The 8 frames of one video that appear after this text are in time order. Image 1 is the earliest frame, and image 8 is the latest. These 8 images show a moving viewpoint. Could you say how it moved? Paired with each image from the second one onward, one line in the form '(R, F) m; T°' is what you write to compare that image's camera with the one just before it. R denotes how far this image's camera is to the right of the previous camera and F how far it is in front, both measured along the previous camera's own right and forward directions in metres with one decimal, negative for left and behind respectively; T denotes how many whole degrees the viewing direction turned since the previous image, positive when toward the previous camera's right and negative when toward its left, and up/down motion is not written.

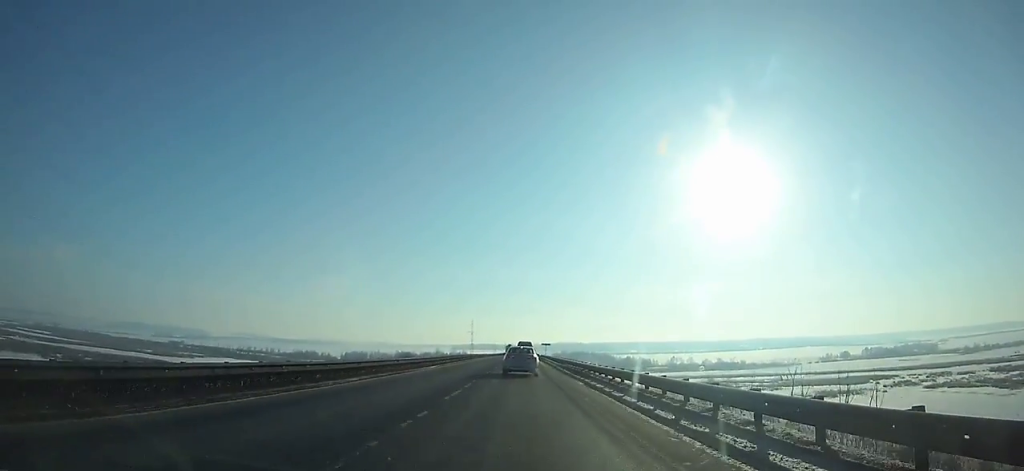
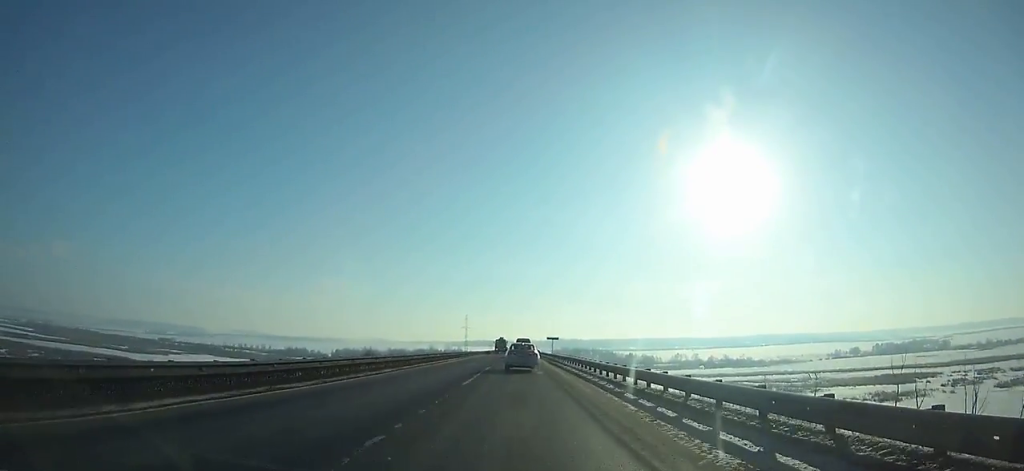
(0.0, +32.3) m; 0°
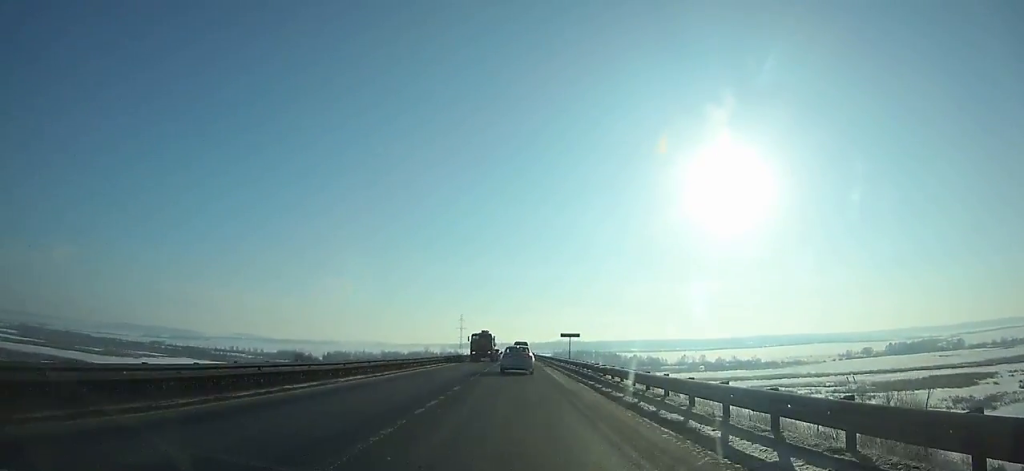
(0.0, +32.6) m; 0°
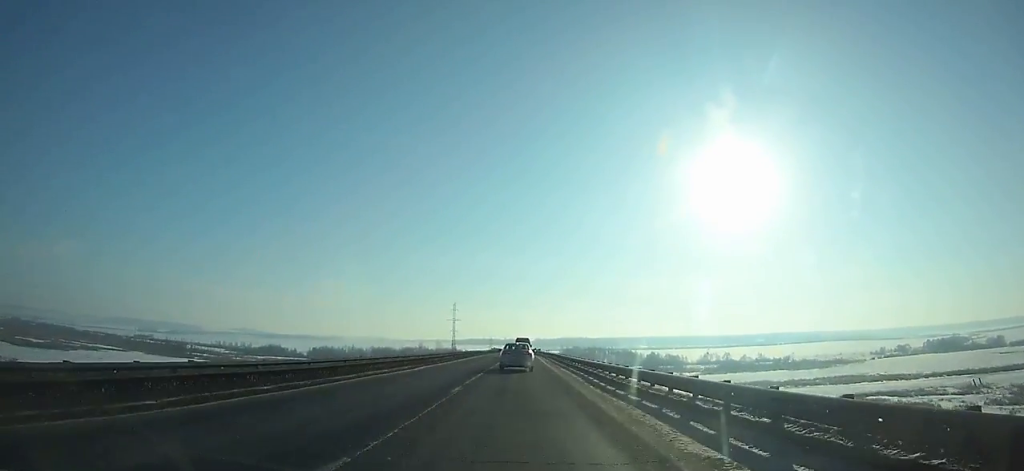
(0.0, +69.4) m; 0°
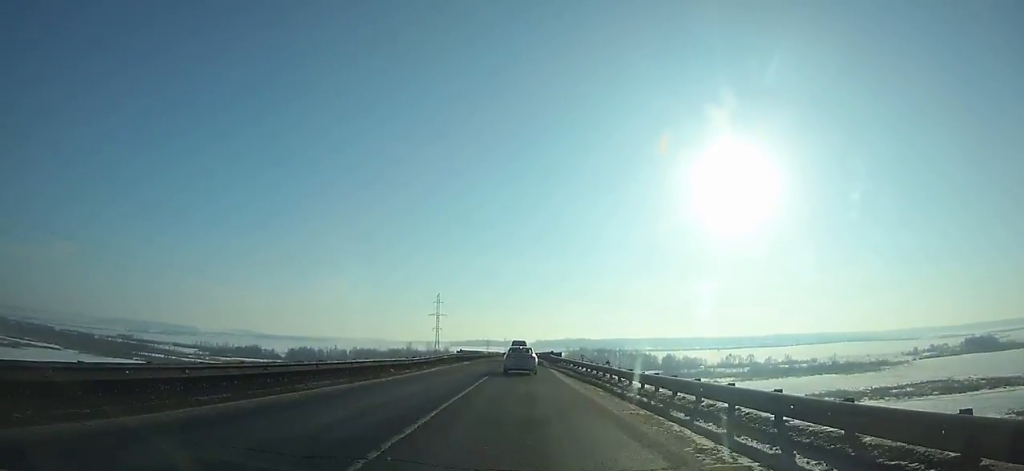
(0.0, +67.8) m; 0°
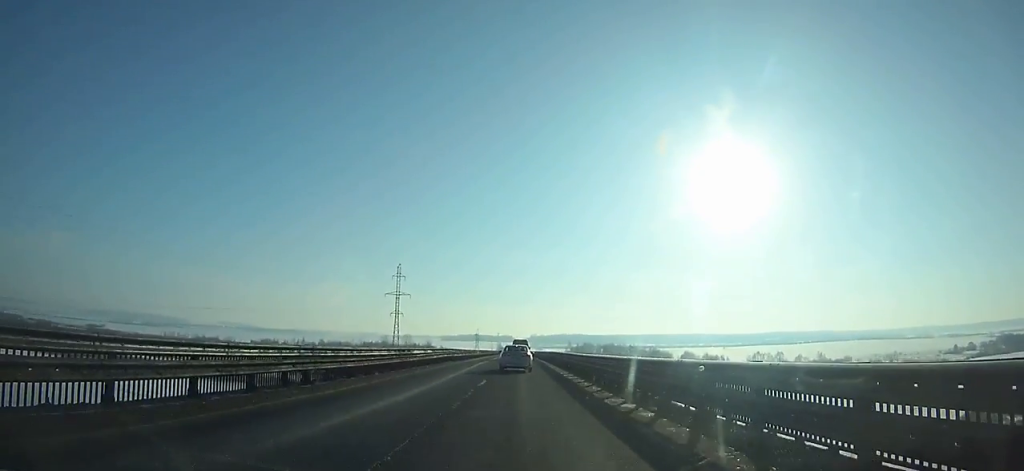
(+0.3, +81.1) m; 0°
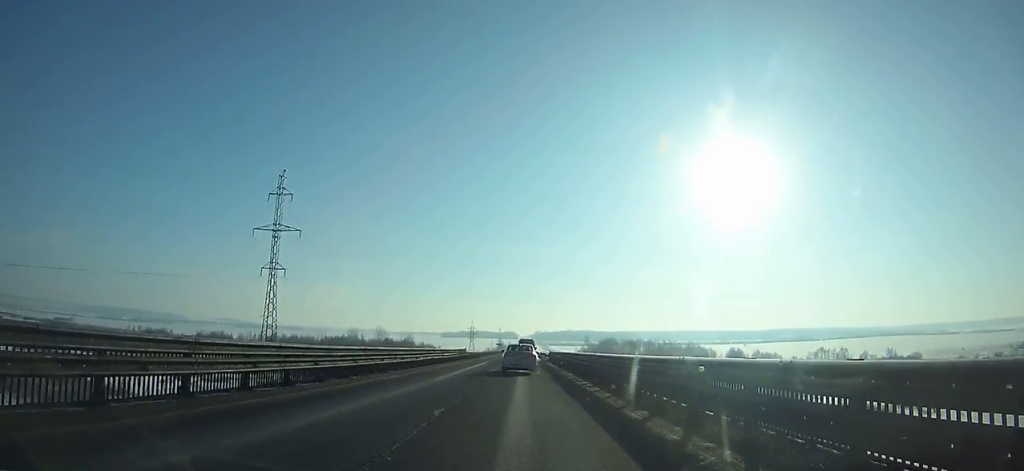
(+0.1, +101.9) m; 0°
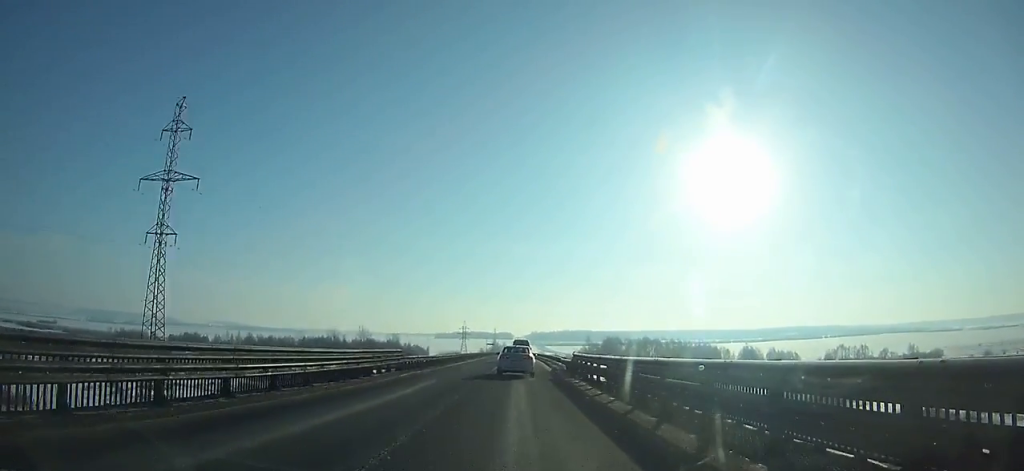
(+0.1, +31.6) m; 0°
